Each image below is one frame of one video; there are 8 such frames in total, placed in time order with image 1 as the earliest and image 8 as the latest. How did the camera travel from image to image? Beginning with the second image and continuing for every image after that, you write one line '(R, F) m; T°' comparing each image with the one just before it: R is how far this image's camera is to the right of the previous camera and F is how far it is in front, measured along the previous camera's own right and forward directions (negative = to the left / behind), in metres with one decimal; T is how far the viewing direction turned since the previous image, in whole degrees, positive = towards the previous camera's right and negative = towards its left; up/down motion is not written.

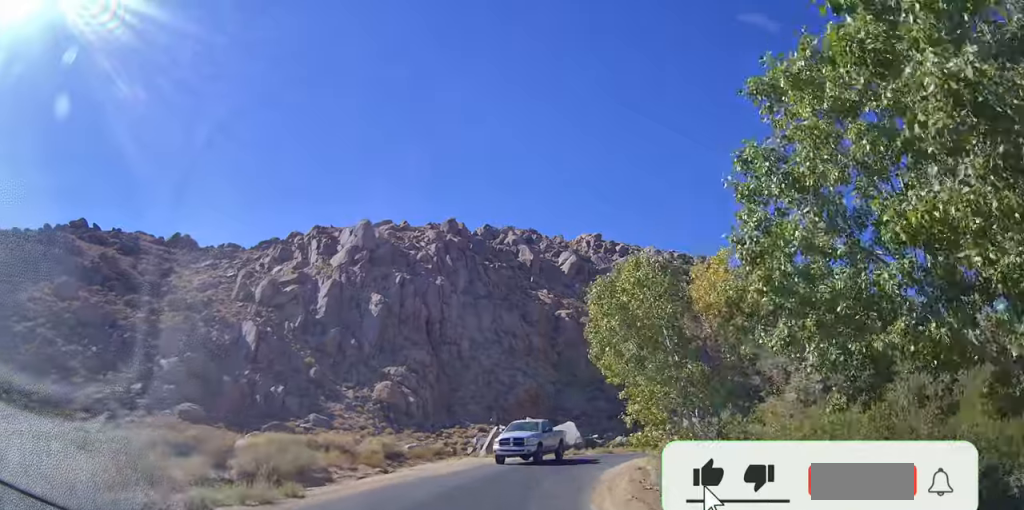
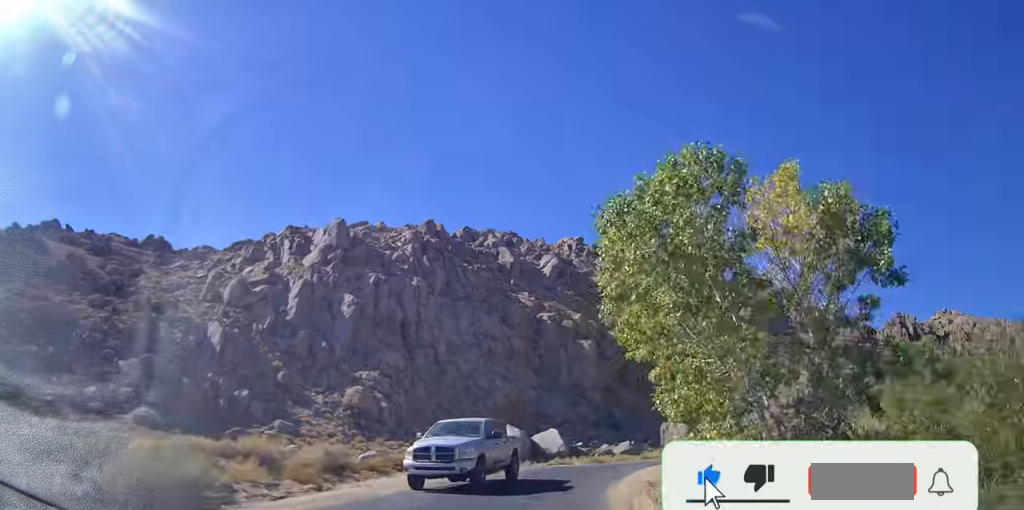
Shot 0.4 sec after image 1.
(0.0, +5.8) m; +1°
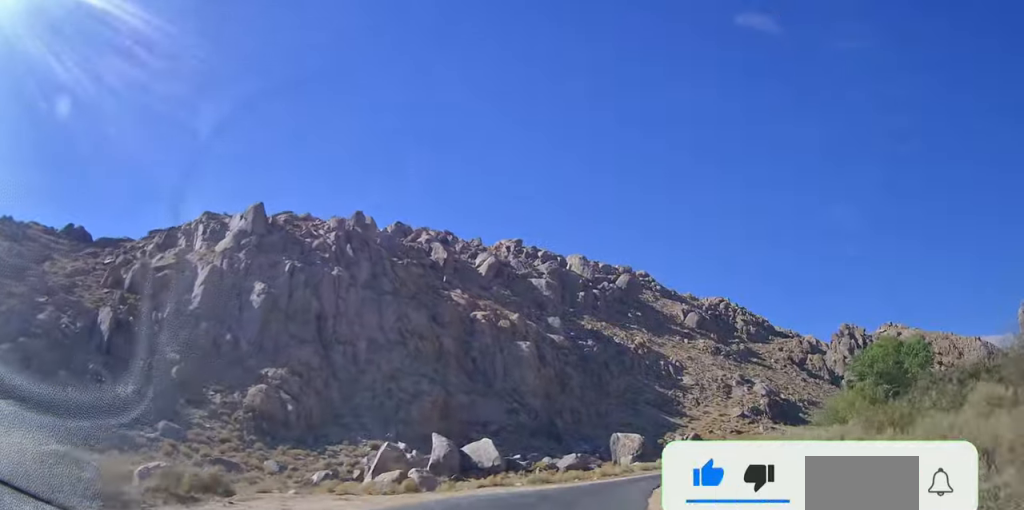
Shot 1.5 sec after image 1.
(+0.3, +13.3) m; +5°
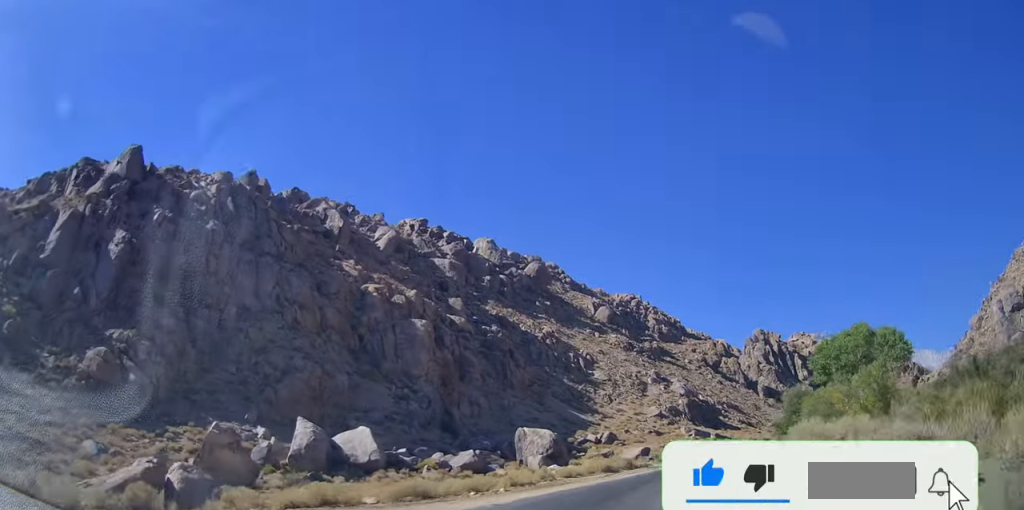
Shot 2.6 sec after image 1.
(+0.9, +14.7) m; +7°
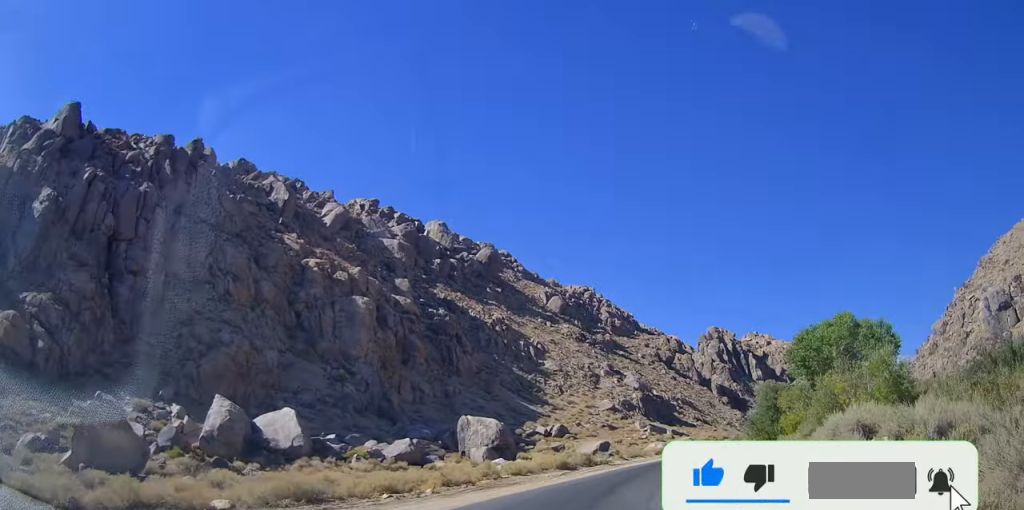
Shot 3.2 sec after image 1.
(-0.4, +6.7) m; +4°
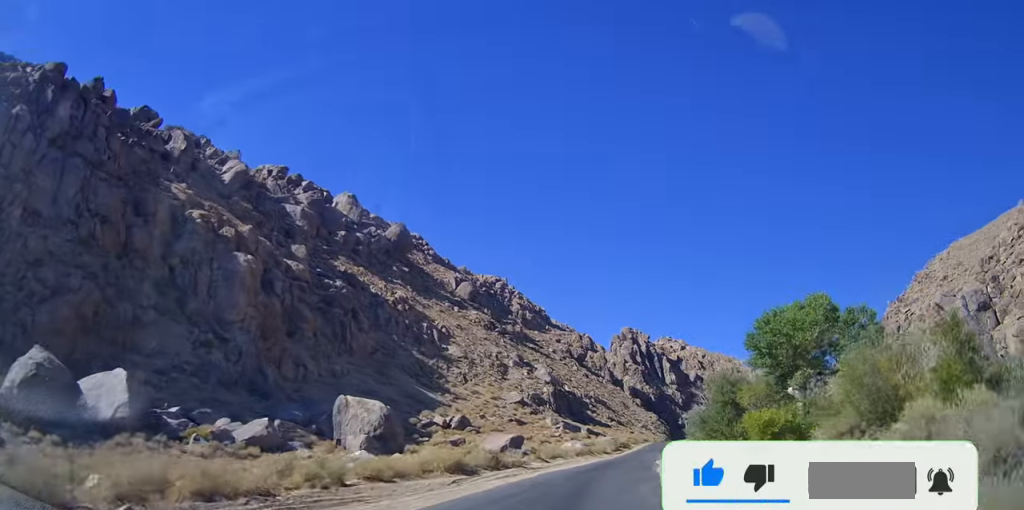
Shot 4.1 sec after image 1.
(+1.6, +12.0) m; +7°
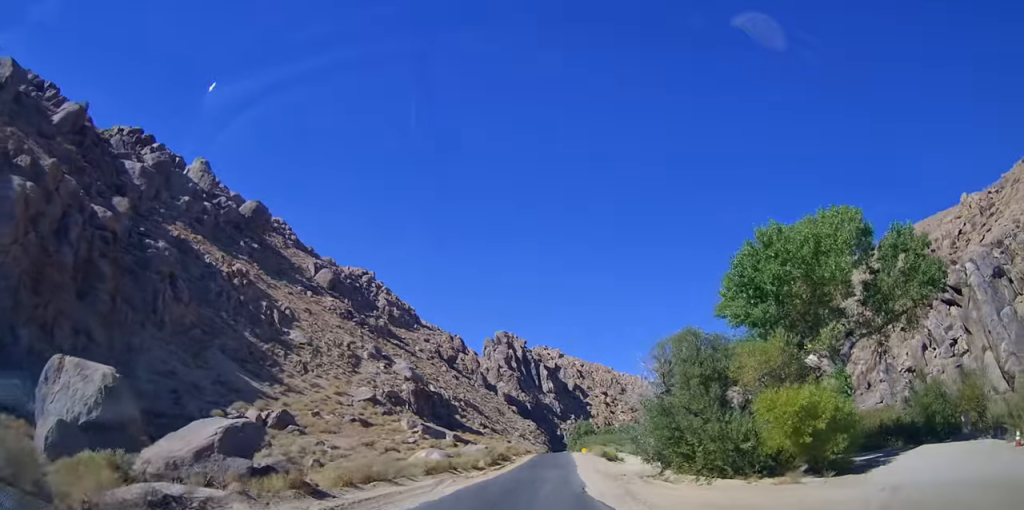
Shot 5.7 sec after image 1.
(+1.7, +20.6) m; +13°
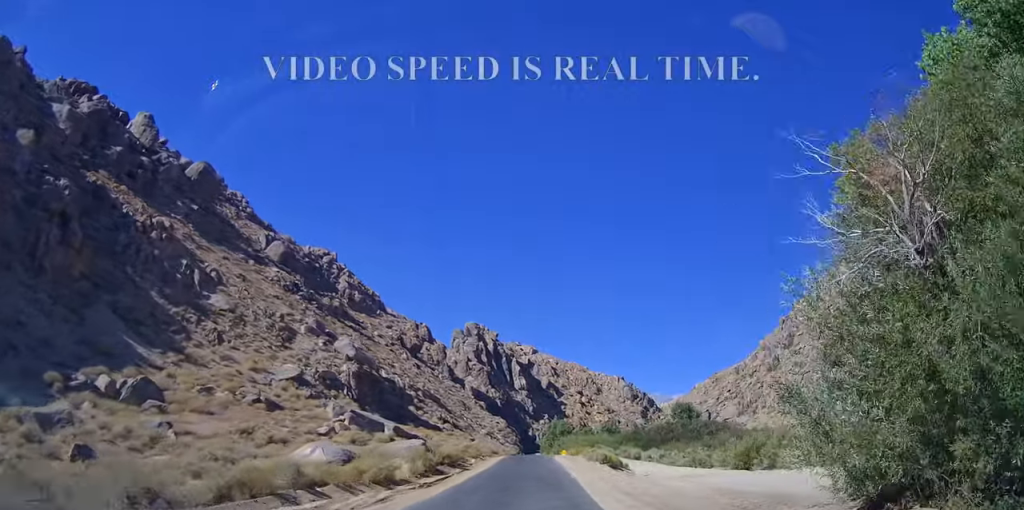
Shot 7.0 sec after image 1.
(+2.2, +18.4) m; +9°
